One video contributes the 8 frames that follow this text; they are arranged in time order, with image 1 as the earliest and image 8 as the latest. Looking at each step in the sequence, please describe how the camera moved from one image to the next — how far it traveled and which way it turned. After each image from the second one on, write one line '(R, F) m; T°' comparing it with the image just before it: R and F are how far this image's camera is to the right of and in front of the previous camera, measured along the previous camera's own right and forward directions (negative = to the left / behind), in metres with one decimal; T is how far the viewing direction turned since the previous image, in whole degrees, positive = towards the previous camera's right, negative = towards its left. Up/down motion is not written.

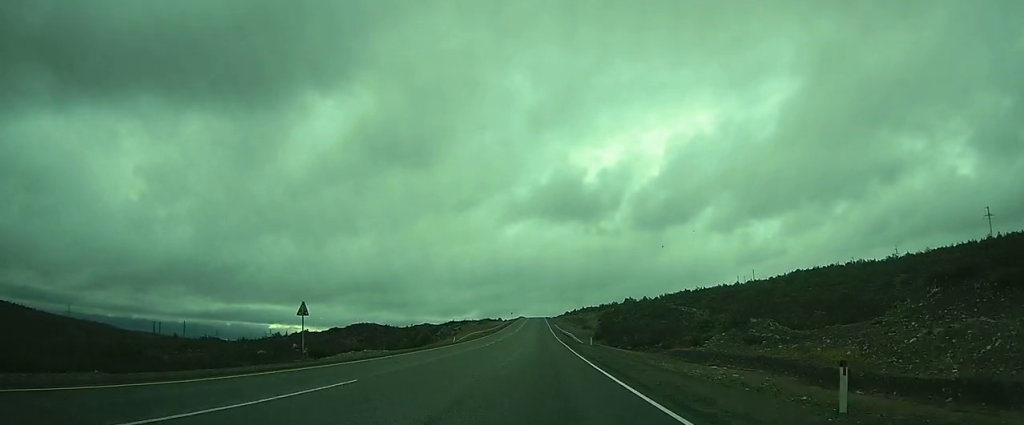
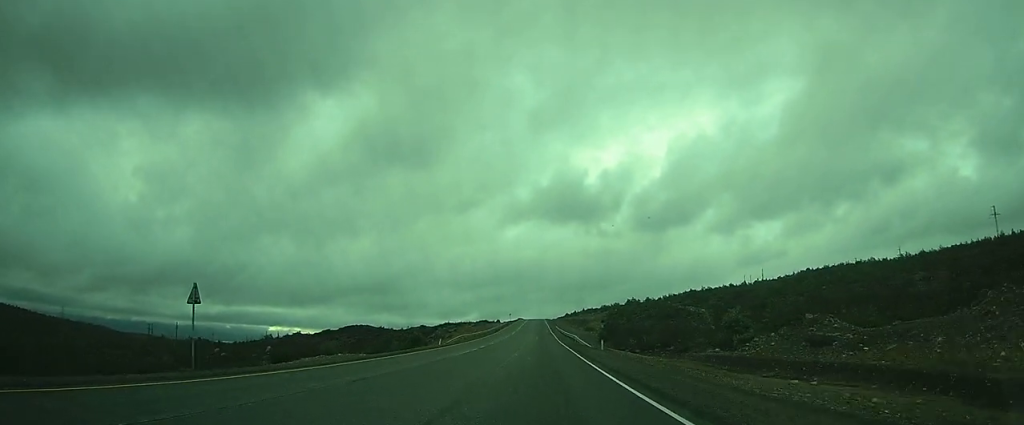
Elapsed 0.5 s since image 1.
(0.0, +9.7) m; 0°
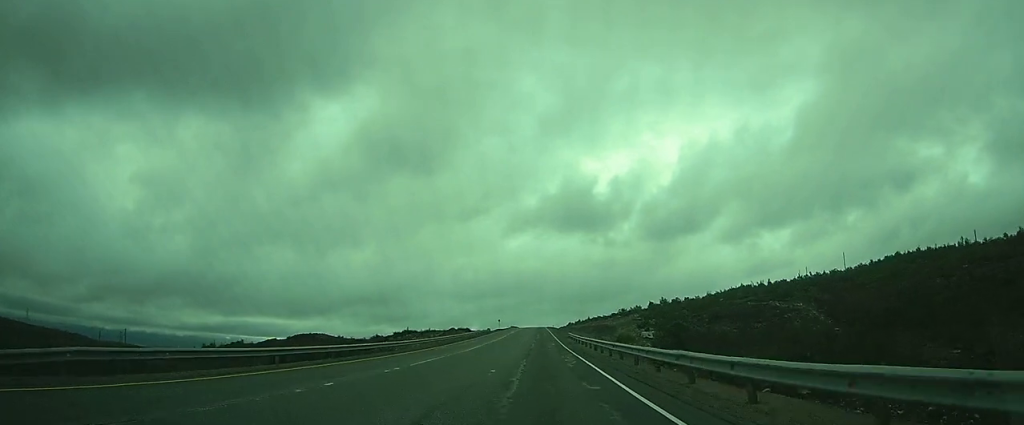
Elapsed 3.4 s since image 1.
(-0.1, +62.2) m; -1°
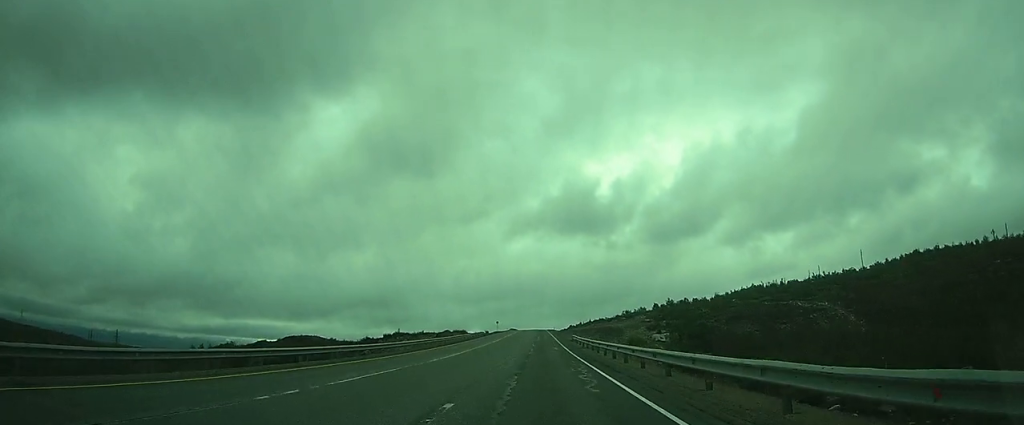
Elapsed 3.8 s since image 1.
(-0.1, +9.4) m; 0°
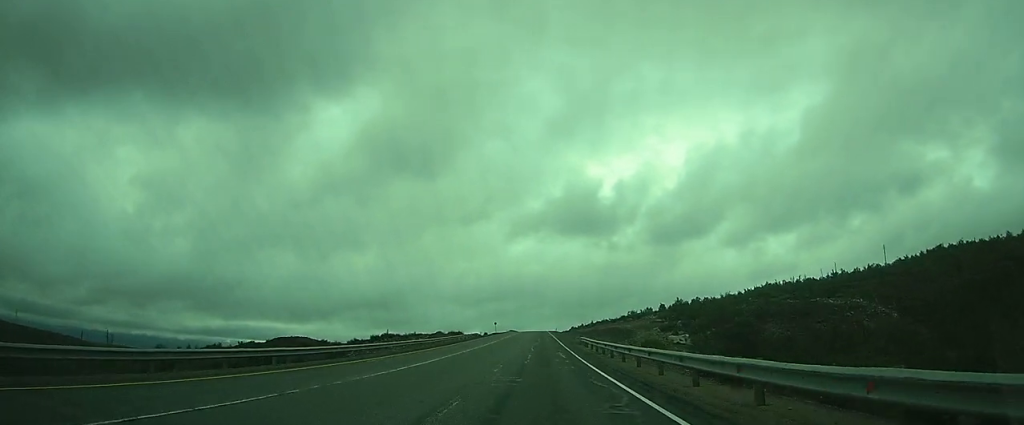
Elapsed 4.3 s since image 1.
(0.0, +10.8) m; 0°
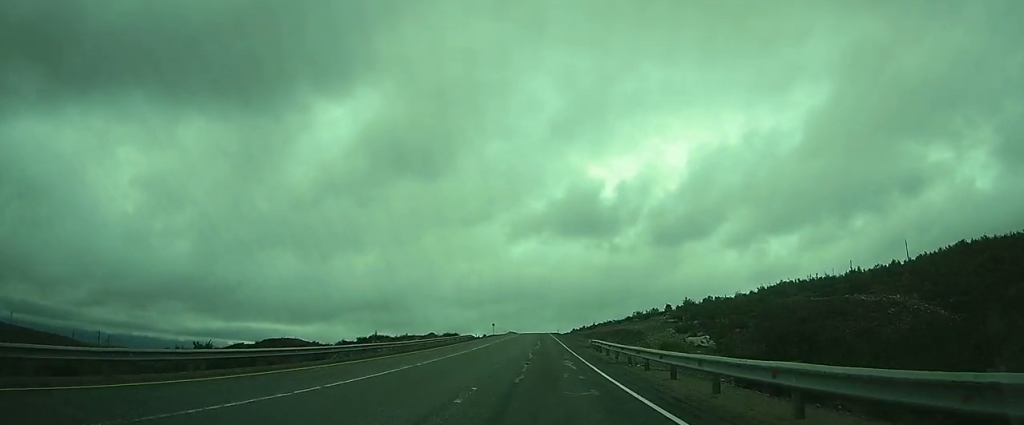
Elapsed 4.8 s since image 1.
(0.0, +9.4) m; 0°
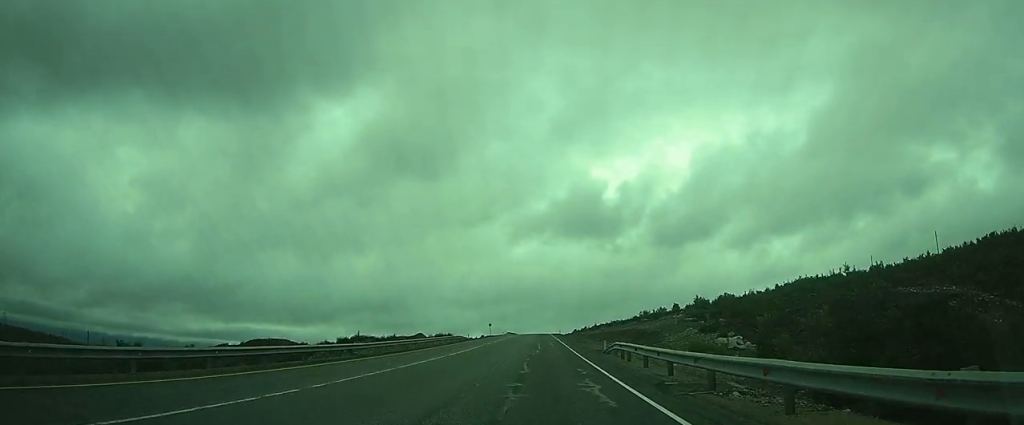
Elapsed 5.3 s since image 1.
(0.0, +11.6) m; 0°
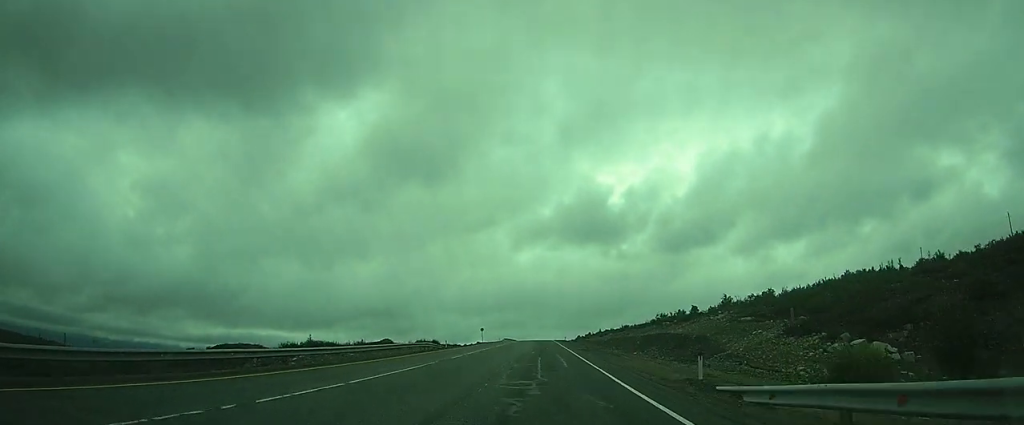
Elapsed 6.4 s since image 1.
(0.0, +23.1) m; 0°
